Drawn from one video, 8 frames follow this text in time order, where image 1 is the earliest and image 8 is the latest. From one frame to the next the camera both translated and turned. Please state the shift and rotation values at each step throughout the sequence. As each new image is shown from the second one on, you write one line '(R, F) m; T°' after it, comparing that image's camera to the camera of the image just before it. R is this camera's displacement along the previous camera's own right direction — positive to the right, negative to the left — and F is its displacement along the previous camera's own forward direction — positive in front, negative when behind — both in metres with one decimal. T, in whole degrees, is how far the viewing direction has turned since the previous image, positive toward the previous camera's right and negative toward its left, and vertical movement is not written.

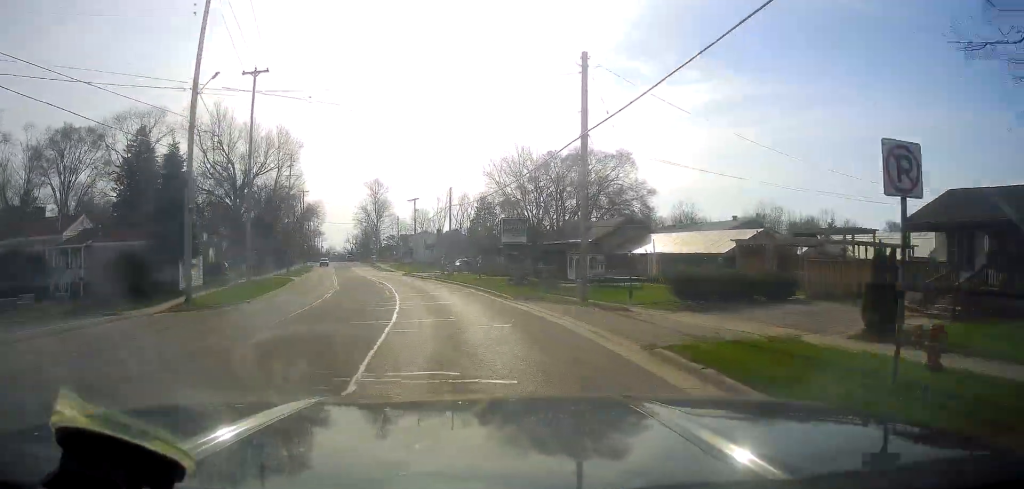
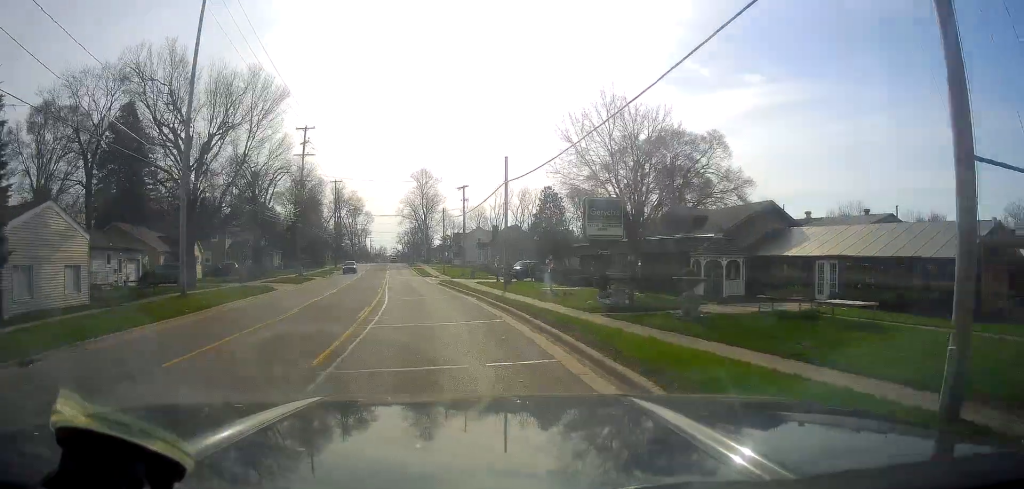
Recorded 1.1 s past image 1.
(+0.4, +18.8) m; -5°
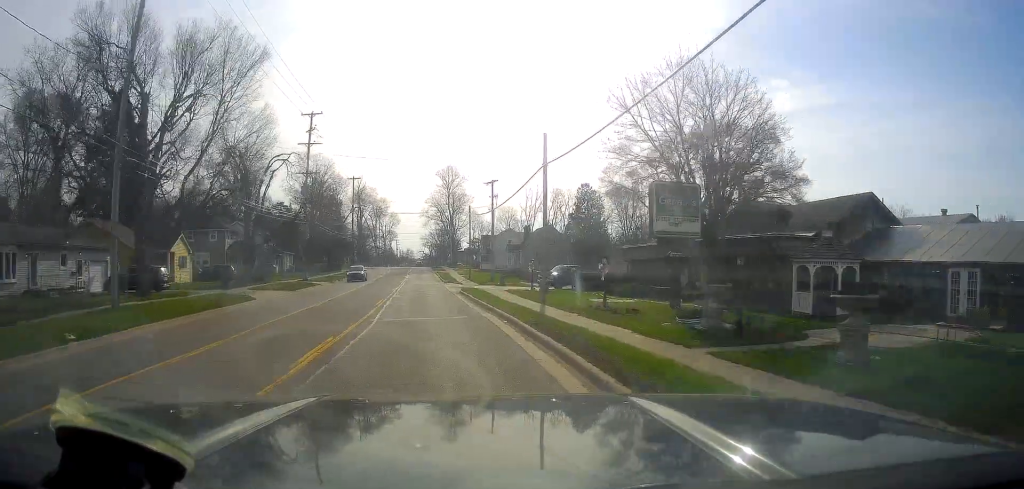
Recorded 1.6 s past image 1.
(-0.9, +8.7) m; -4°
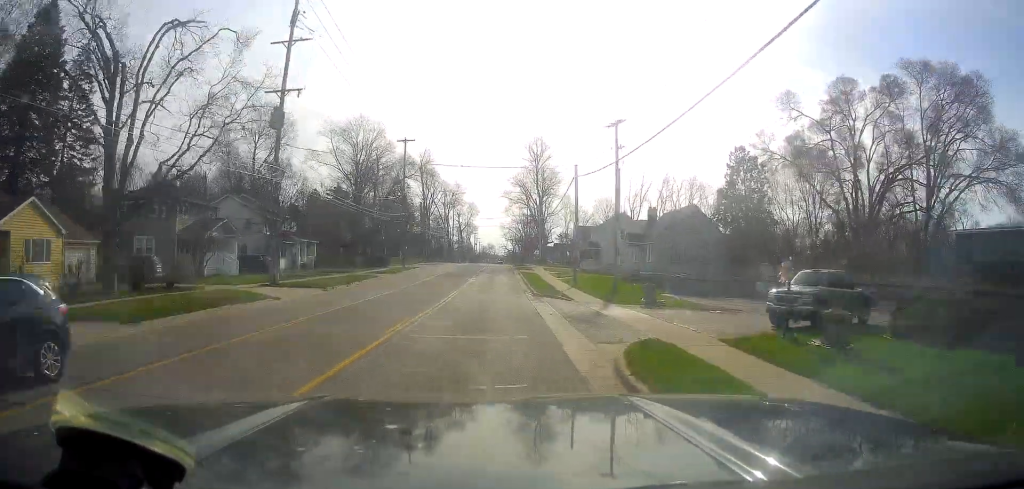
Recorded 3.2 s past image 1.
(-2.5, +28.2) m; -9°
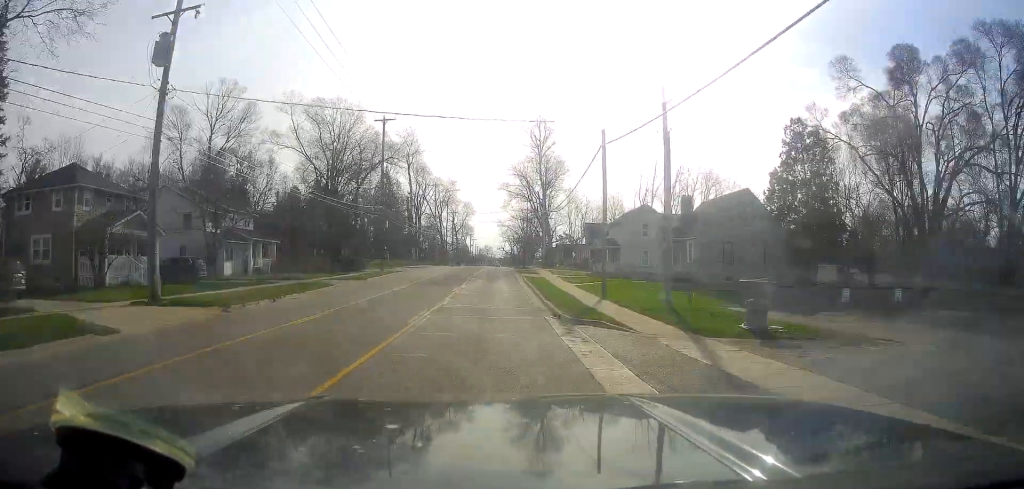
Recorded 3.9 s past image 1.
(-0.7, +12.4) m; -1°
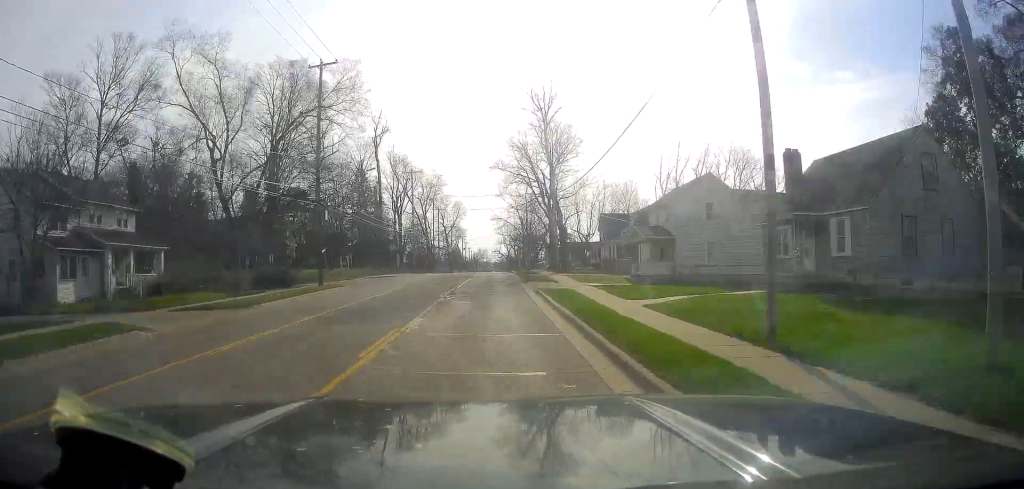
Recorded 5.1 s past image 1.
(+0.4, +20.6) m; +1°
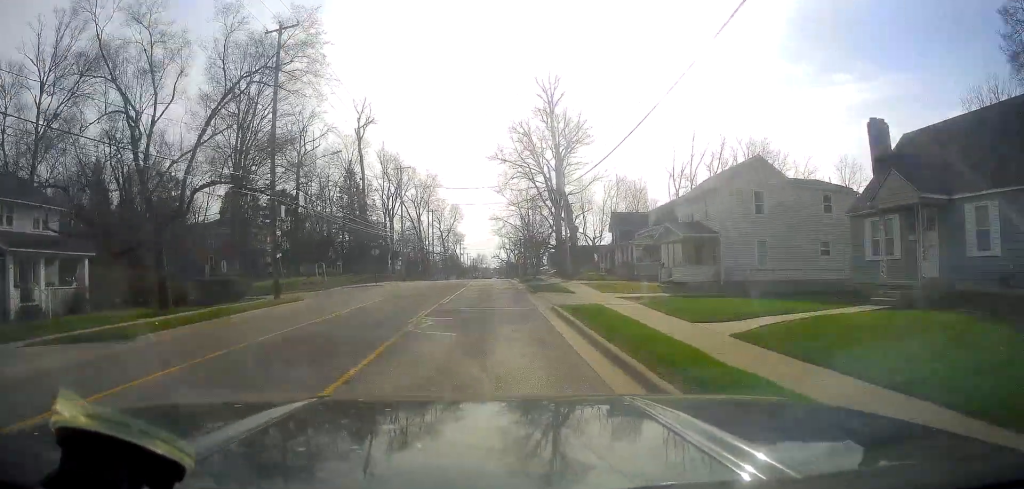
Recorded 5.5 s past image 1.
(0.0, +8.5) m; +1°
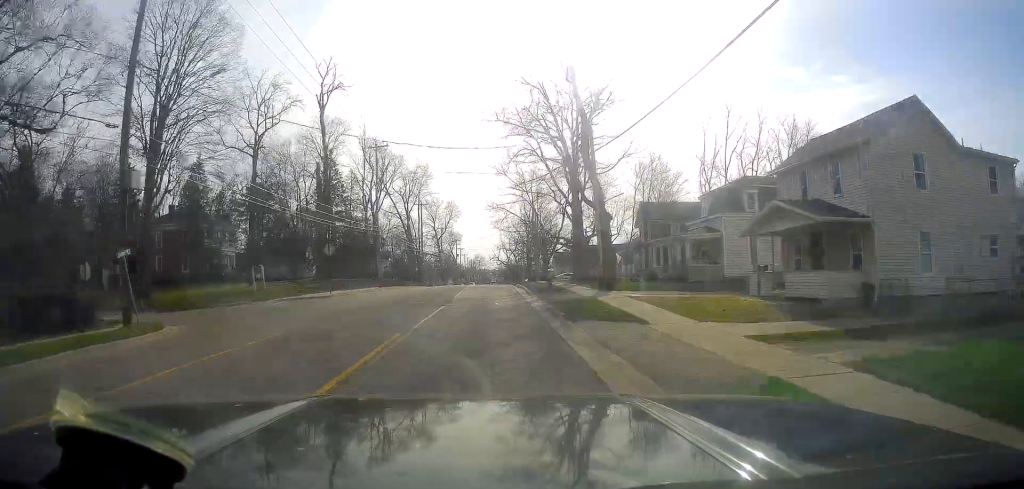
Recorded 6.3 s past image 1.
(+0.1, +14.5) m; +1°
